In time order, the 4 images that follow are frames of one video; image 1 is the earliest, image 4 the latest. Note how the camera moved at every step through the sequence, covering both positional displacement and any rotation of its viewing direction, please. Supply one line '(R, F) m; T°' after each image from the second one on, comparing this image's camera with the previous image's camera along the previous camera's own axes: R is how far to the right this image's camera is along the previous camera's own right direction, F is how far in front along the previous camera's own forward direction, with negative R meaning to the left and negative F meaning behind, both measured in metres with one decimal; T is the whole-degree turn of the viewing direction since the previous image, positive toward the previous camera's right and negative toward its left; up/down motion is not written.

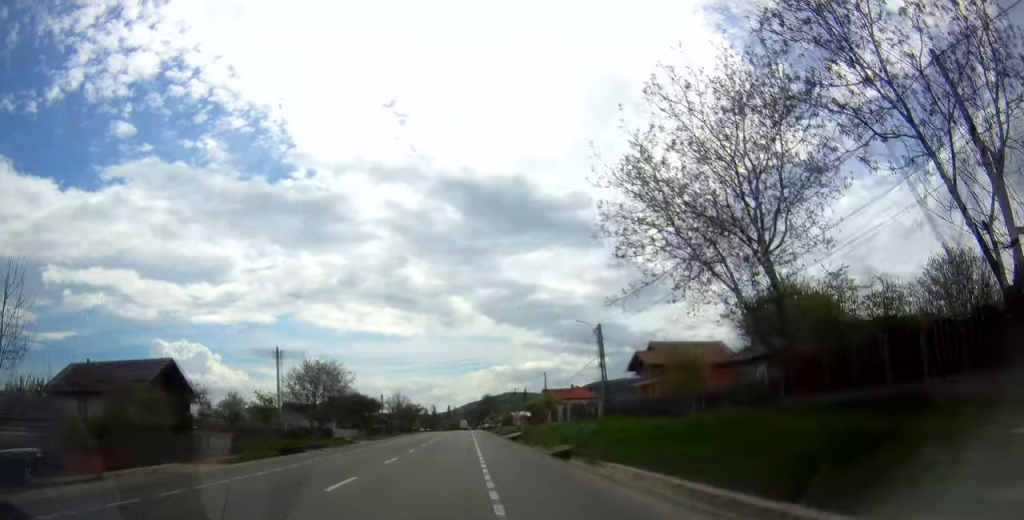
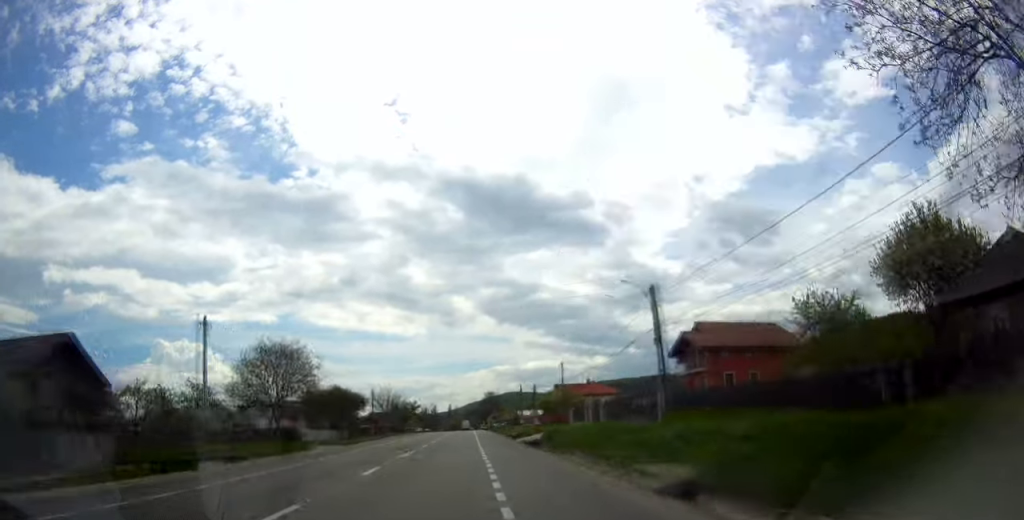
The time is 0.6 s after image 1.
(+0.2, +14.1) m; 0°
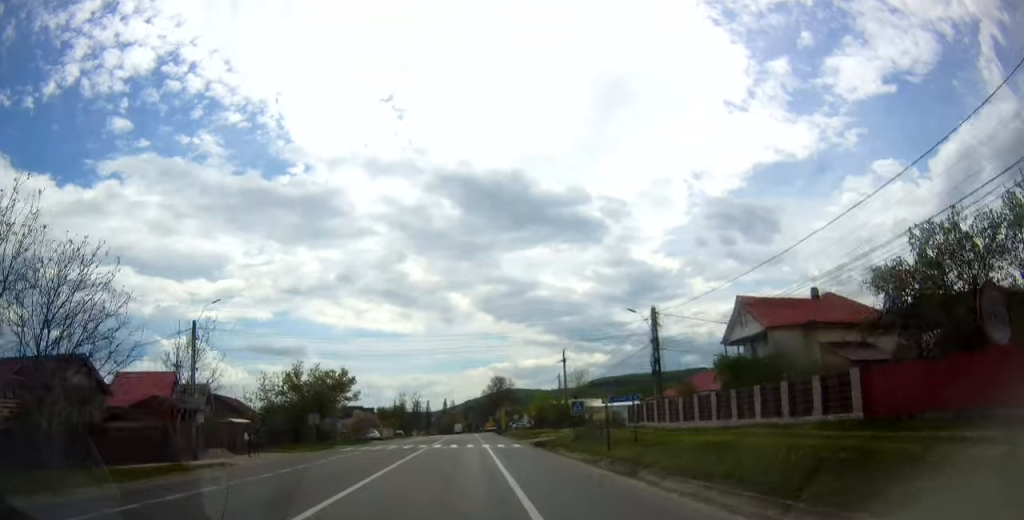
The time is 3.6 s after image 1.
(-1.4, +76.3) m; -1°
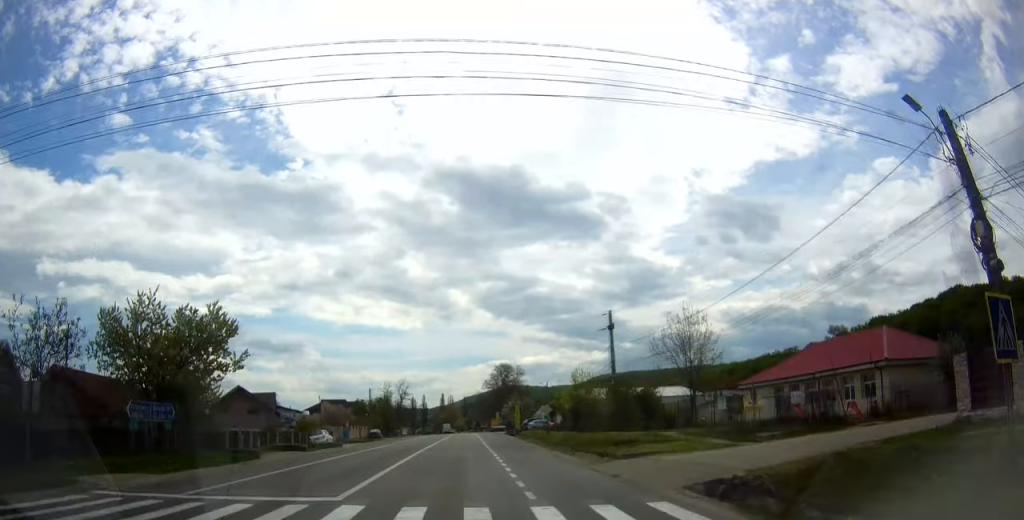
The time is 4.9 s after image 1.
(+0.1, +30.3) m; 0°
